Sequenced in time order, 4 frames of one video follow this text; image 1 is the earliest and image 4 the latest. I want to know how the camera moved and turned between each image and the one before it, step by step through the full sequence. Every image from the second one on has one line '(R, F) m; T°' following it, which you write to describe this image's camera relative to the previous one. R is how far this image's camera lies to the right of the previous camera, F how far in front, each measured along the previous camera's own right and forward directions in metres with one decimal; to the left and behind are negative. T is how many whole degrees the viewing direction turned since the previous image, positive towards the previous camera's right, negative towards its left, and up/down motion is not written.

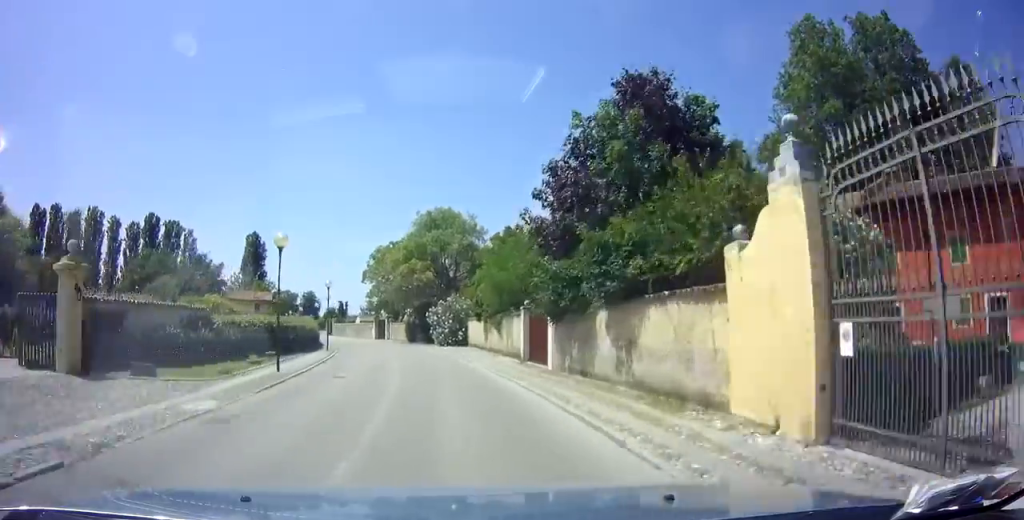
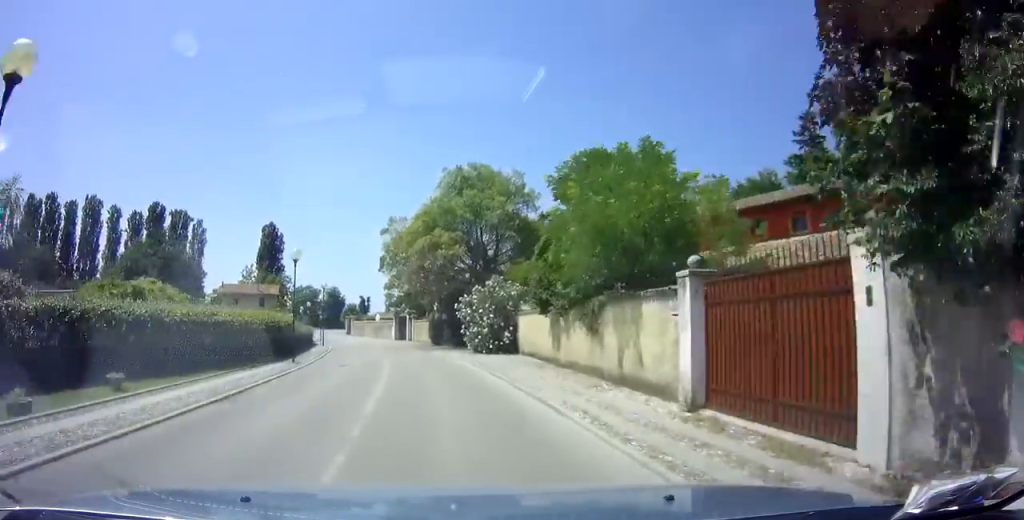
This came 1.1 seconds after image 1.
(-0.5, +12.9) m; -2°
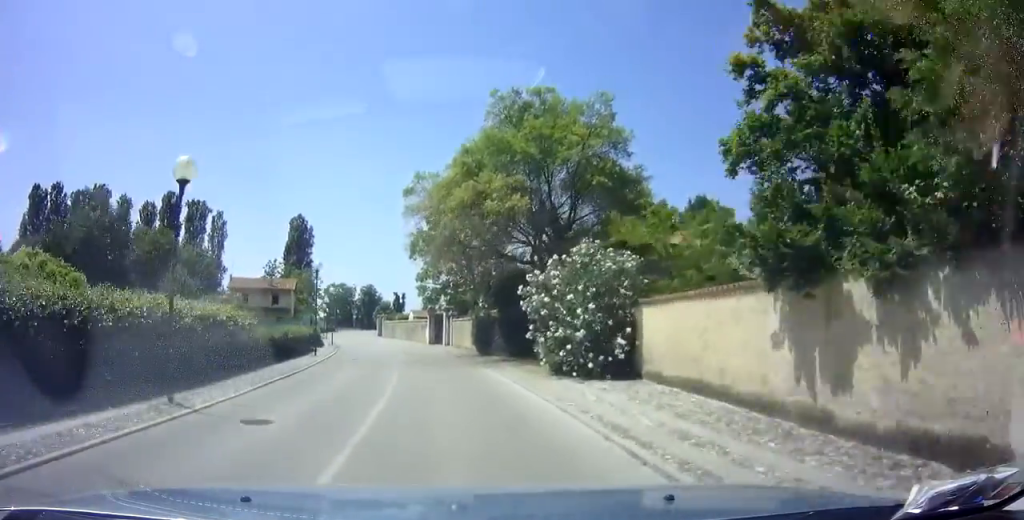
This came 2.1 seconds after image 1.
(-0.1, +12.3) m; -3°
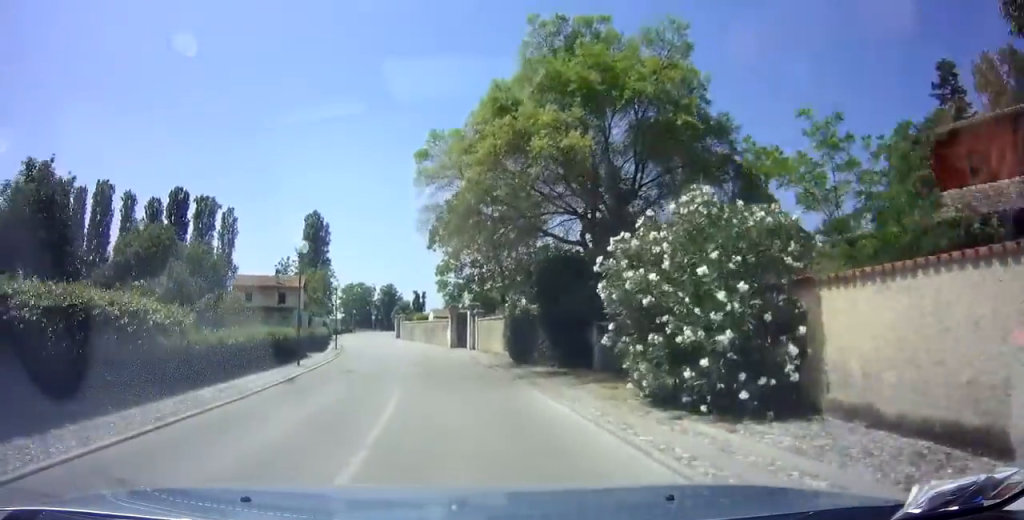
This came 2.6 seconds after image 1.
(-0.2, +6.2) m; -2°
